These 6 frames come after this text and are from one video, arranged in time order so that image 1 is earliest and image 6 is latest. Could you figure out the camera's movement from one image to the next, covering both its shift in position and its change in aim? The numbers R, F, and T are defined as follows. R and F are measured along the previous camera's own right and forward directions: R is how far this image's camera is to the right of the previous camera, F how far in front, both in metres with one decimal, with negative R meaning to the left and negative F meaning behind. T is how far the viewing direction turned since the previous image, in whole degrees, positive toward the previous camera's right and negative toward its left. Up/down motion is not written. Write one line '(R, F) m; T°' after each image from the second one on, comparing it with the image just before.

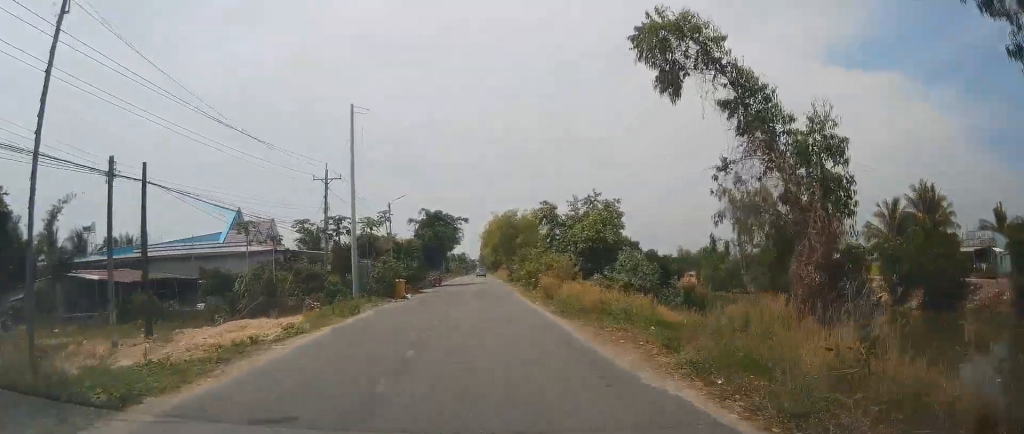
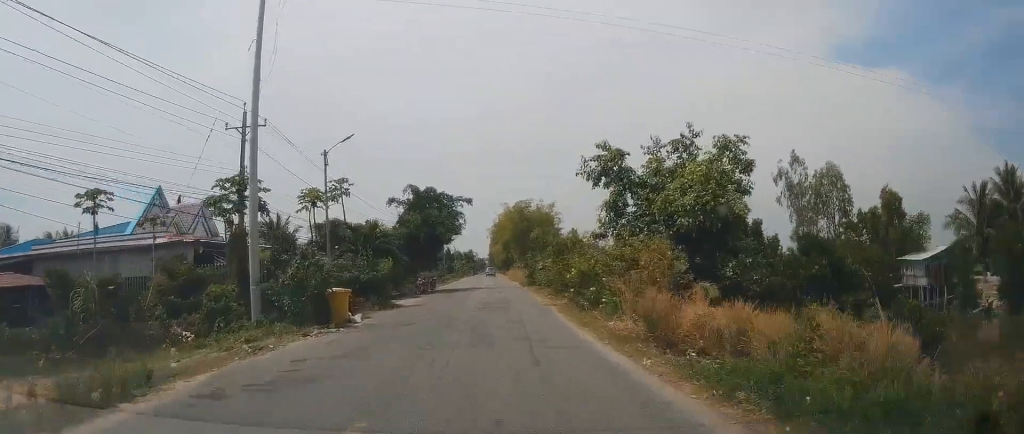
(+0.1, +17.3) m; +1°
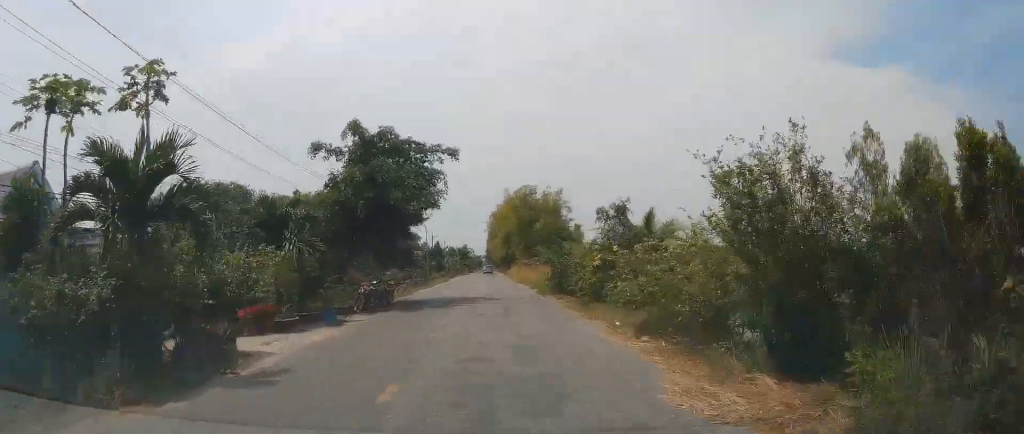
(+0.3, +19.6) m; +1°
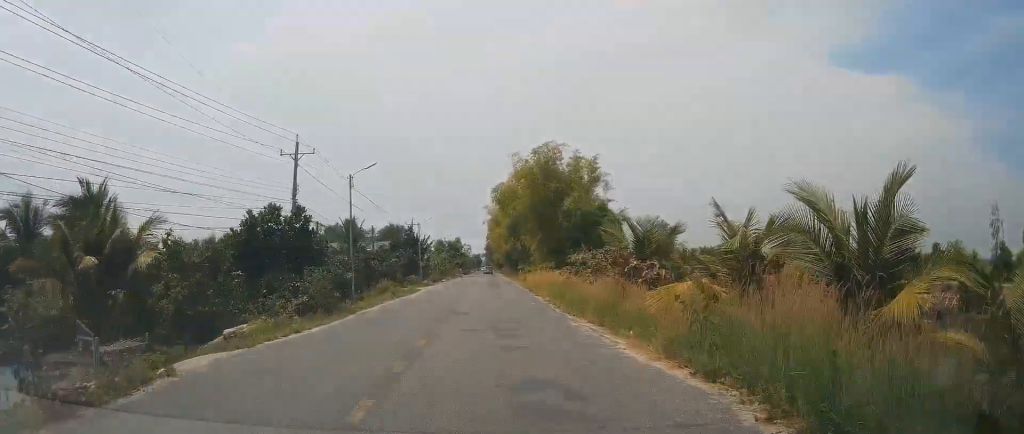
(-0.2, +33.4) m; -2°
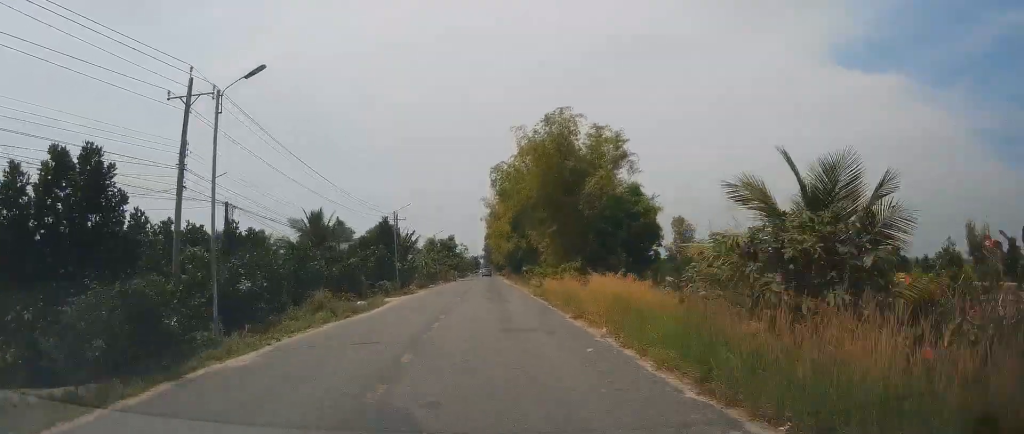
(-0.2, +13.9) m; -1°
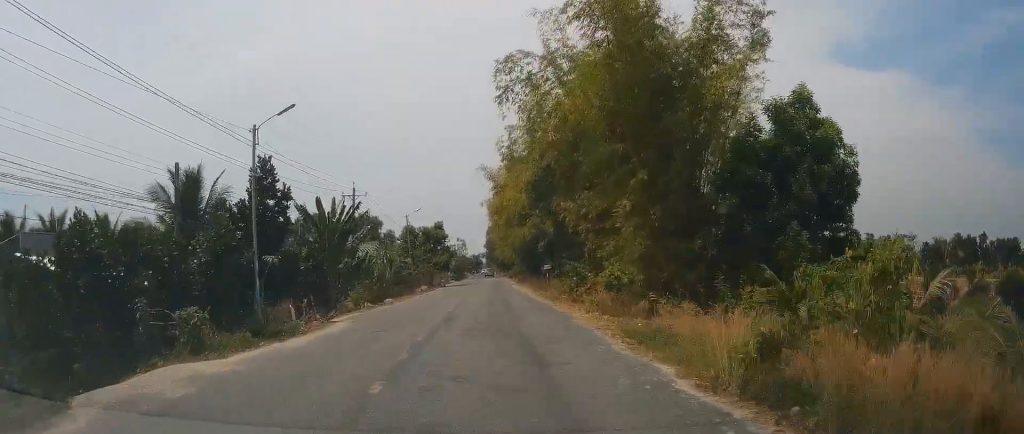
(+0.4, +26.4) m; +2°
